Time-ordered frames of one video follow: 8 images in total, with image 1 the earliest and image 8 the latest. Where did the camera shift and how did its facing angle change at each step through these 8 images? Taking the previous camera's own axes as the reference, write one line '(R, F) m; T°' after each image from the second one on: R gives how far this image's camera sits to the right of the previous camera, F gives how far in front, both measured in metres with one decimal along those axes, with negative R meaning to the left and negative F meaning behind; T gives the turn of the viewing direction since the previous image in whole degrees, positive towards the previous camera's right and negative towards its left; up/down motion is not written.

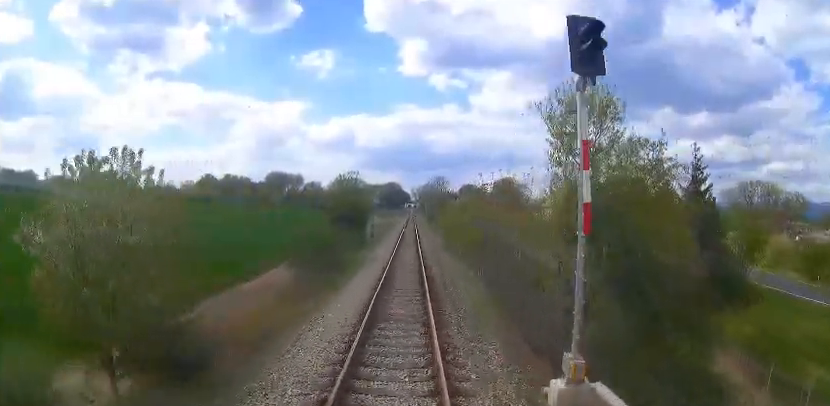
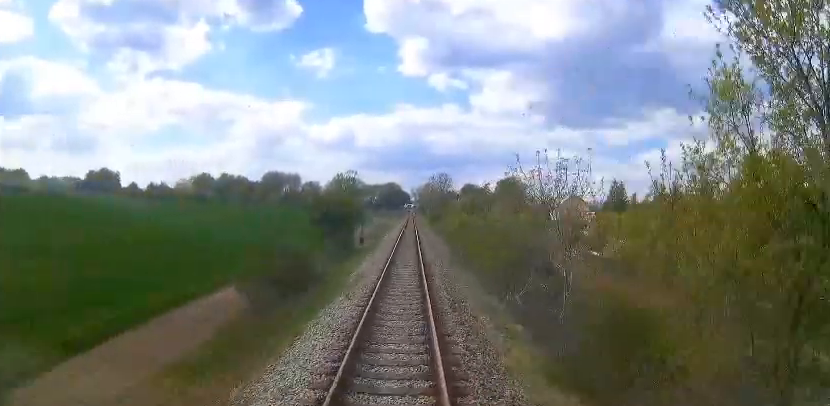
(-0.7, +7.5) m; -1°
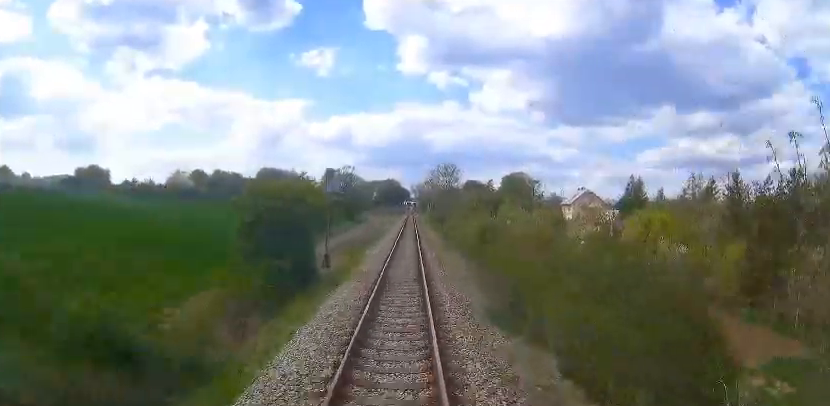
(-0.2, +12.5) m; 0°
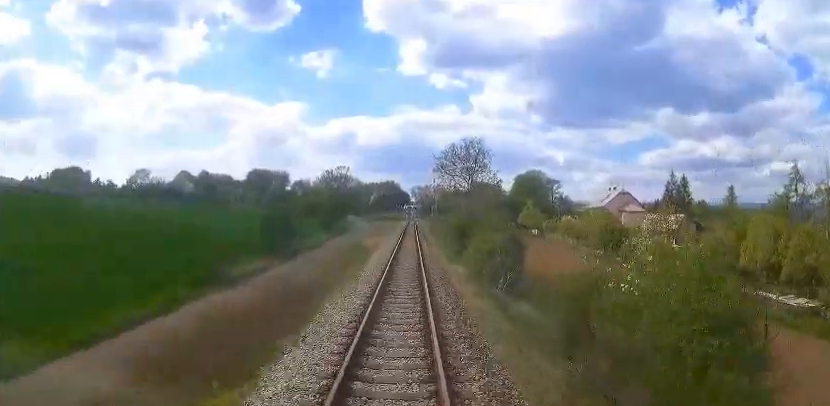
(+0.2, +23.2) m; -1°
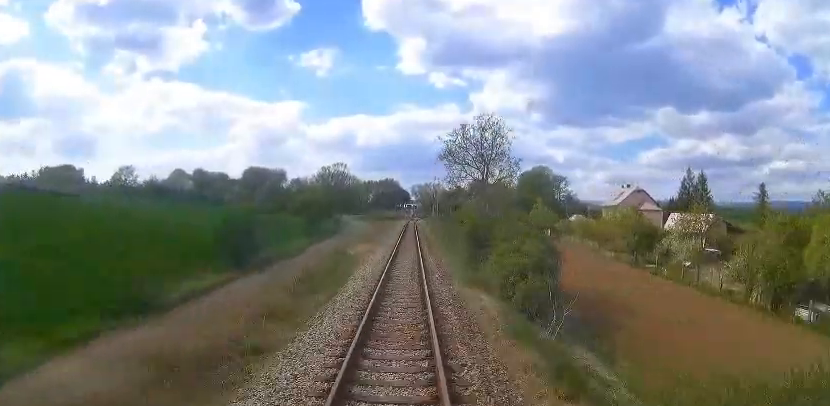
(-0.3, +8.0) m; 0°
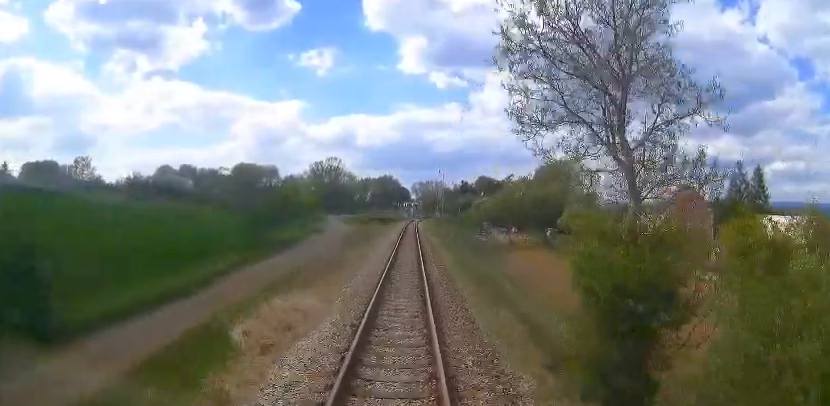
(+0.6, +19.7) m; +2°
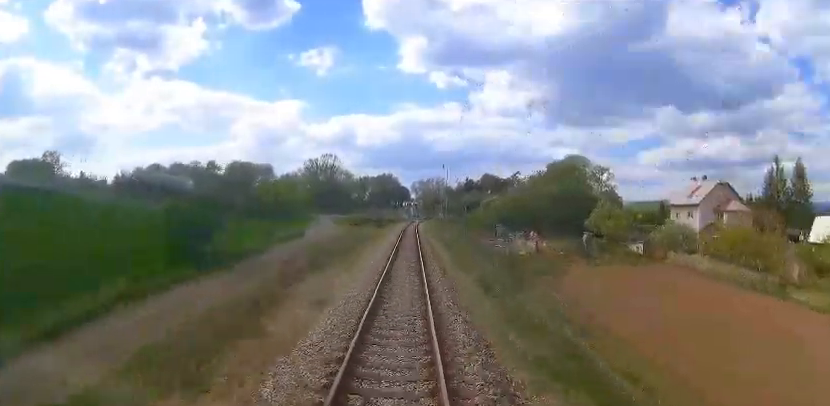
(0.0, +11.8) m; -1°
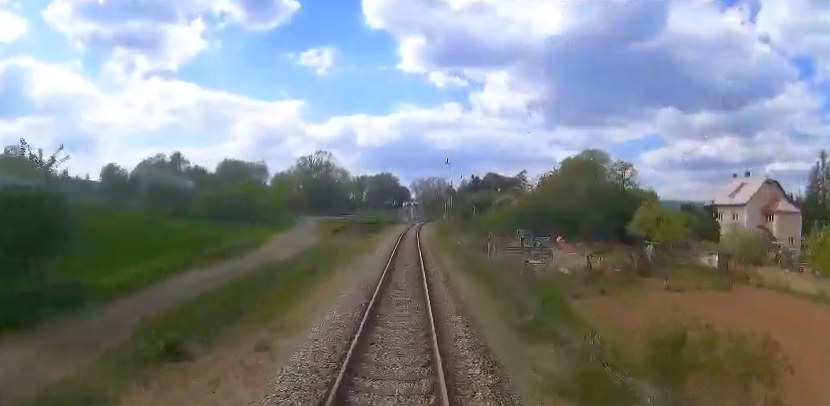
(-0.2, +12.5) m; -1°
